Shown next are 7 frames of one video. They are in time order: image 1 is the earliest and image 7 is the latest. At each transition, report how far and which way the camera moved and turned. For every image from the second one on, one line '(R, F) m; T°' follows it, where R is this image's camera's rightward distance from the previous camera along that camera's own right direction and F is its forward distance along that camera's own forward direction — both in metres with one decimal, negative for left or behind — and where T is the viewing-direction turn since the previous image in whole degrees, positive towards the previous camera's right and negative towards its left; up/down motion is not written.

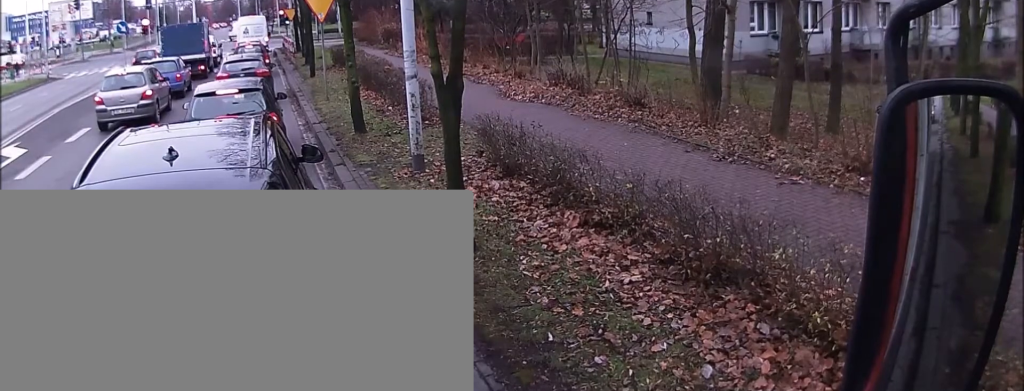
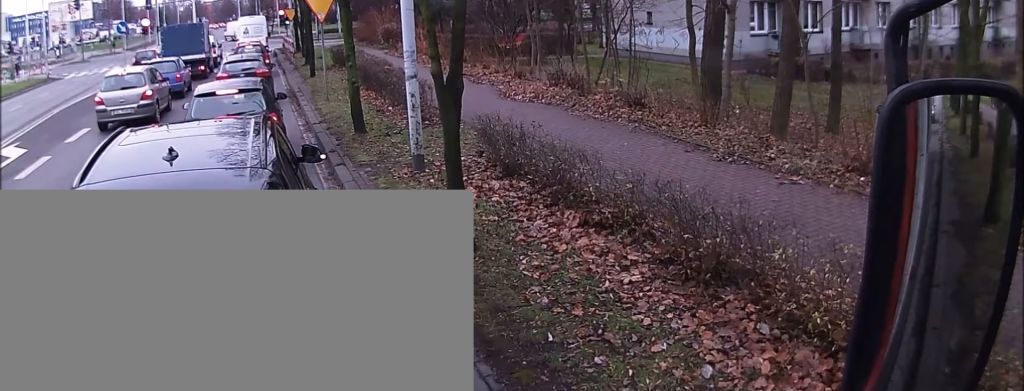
(0.0, 0.0) m; 0°
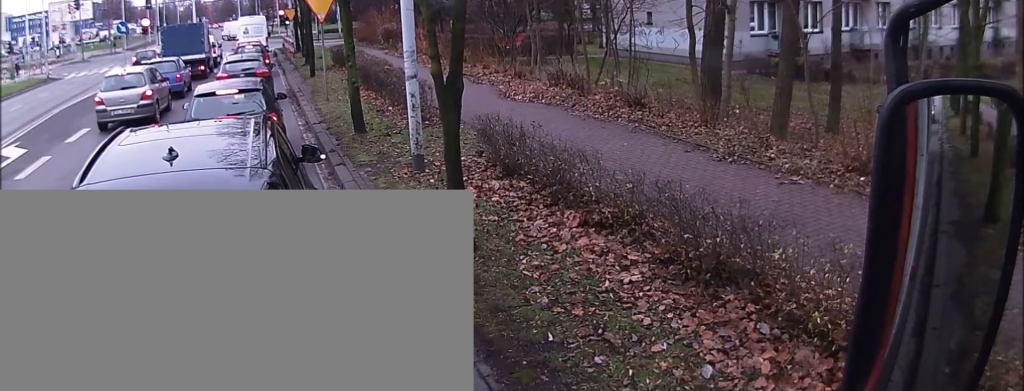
(0.0, 0.0) m; 0°
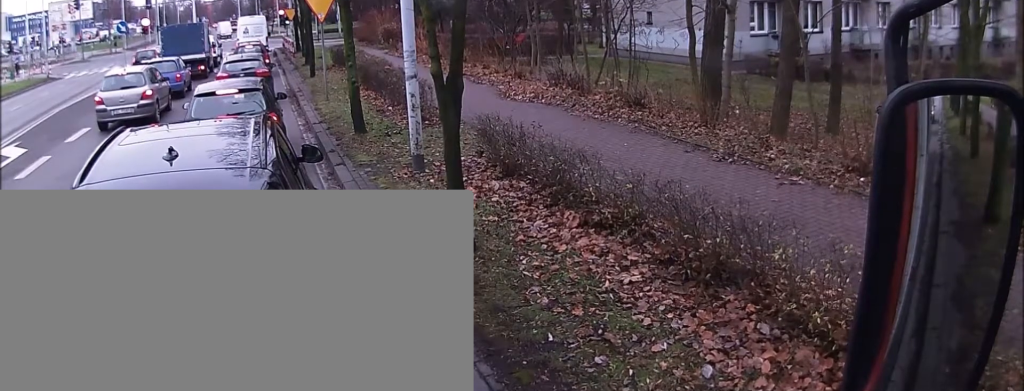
(0.0, 0.0) m; 0°
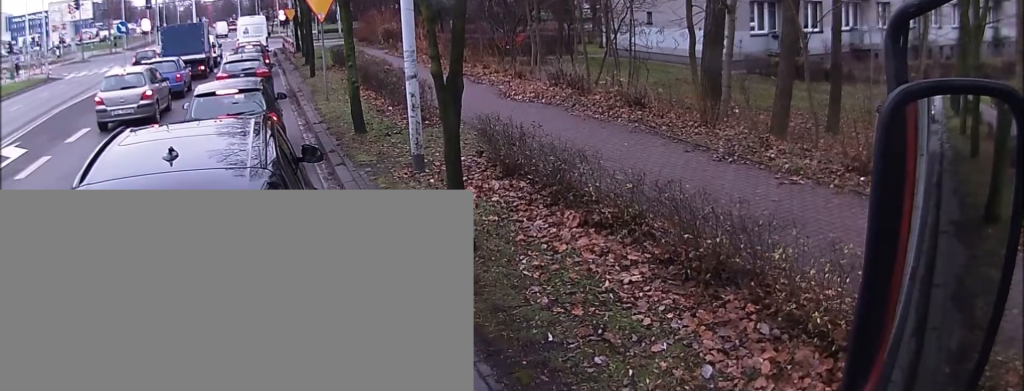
(0.0, 0.0) m; 0°
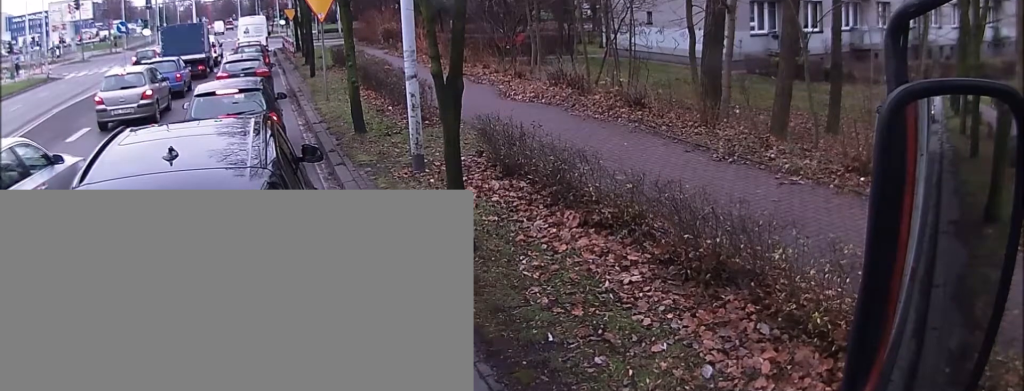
(0.0, 0.0) m; 0°
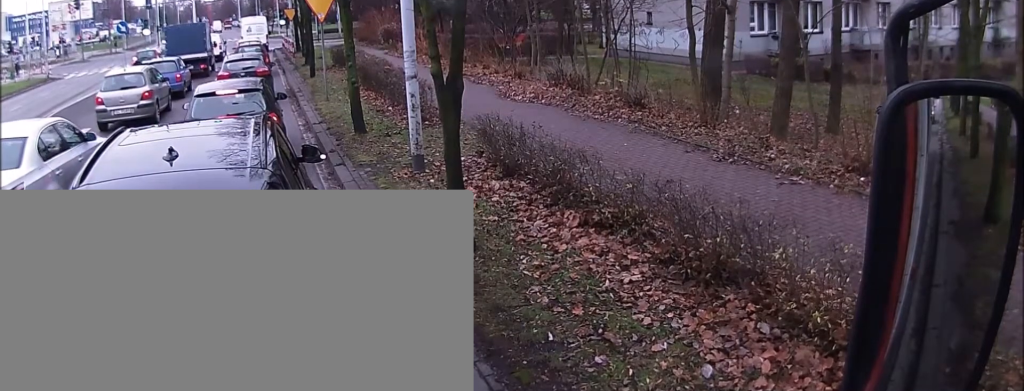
(0.0, 0.0) m; 0°
